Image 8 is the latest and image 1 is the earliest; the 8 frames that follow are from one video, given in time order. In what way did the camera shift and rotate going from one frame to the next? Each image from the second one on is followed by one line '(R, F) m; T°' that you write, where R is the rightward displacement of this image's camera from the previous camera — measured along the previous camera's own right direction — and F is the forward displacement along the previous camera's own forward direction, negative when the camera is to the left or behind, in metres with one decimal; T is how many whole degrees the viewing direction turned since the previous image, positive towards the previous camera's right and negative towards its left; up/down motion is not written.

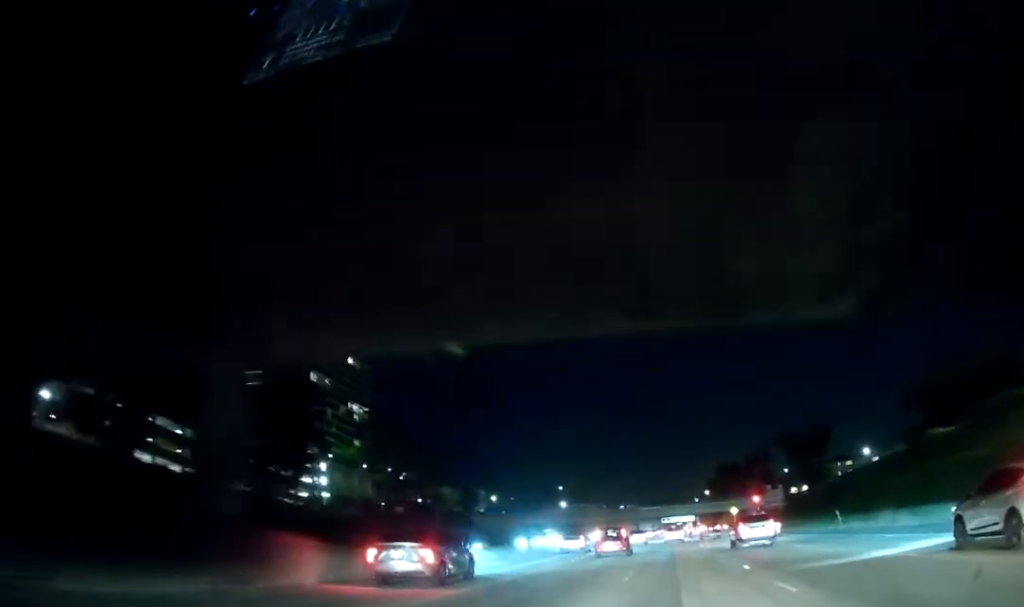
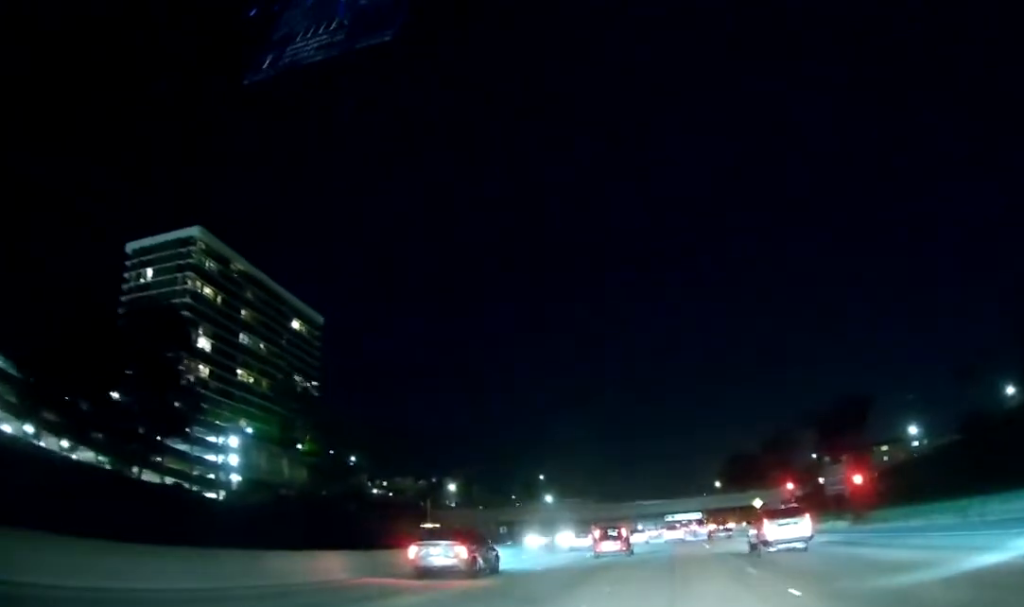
(-0.2, +39.5) m; 0°
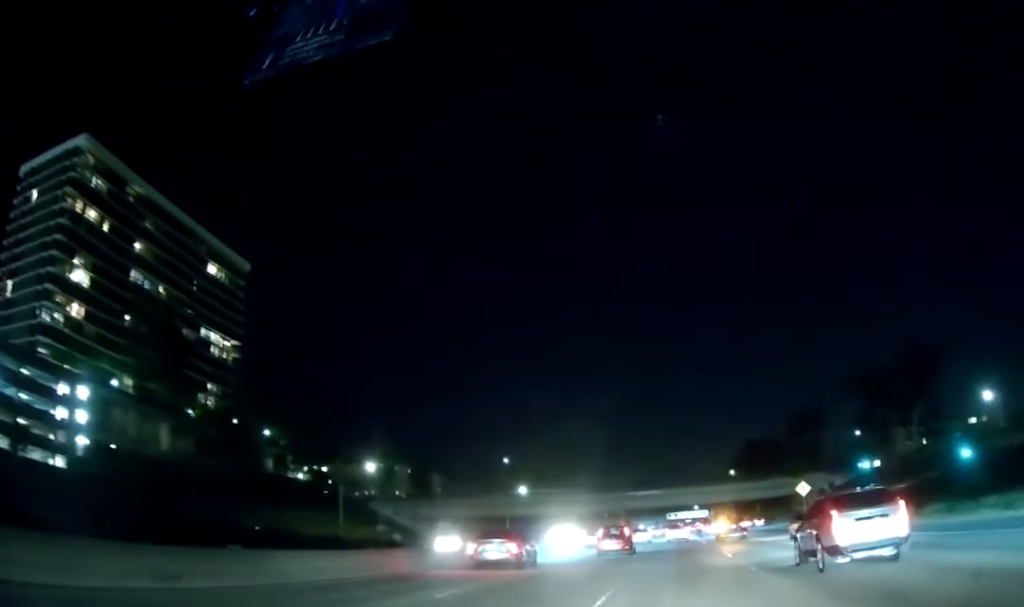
(+0.4, +42.1) m; 0°
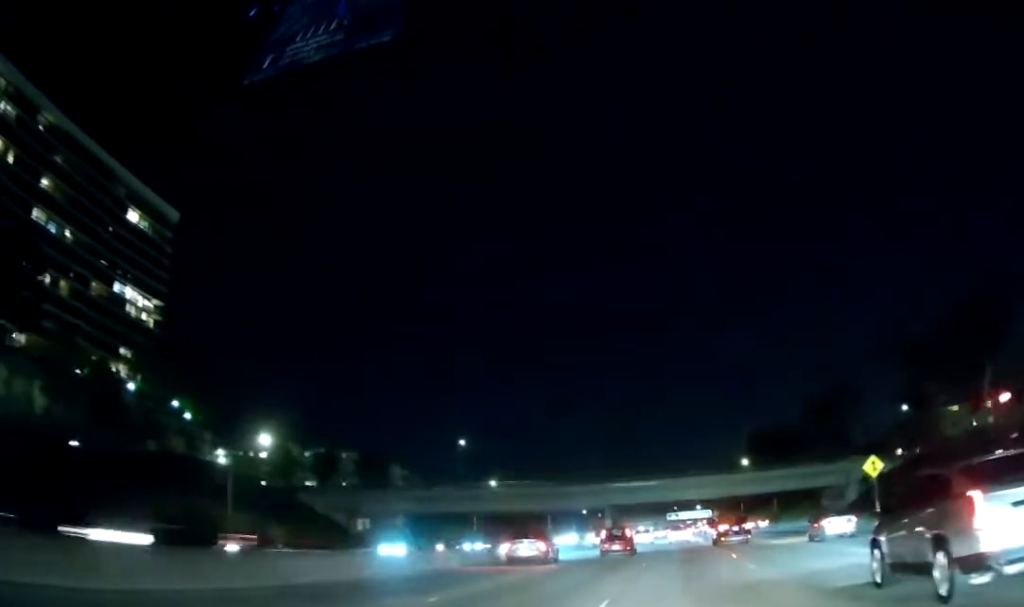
(-0.2, +29.7) m; 0°
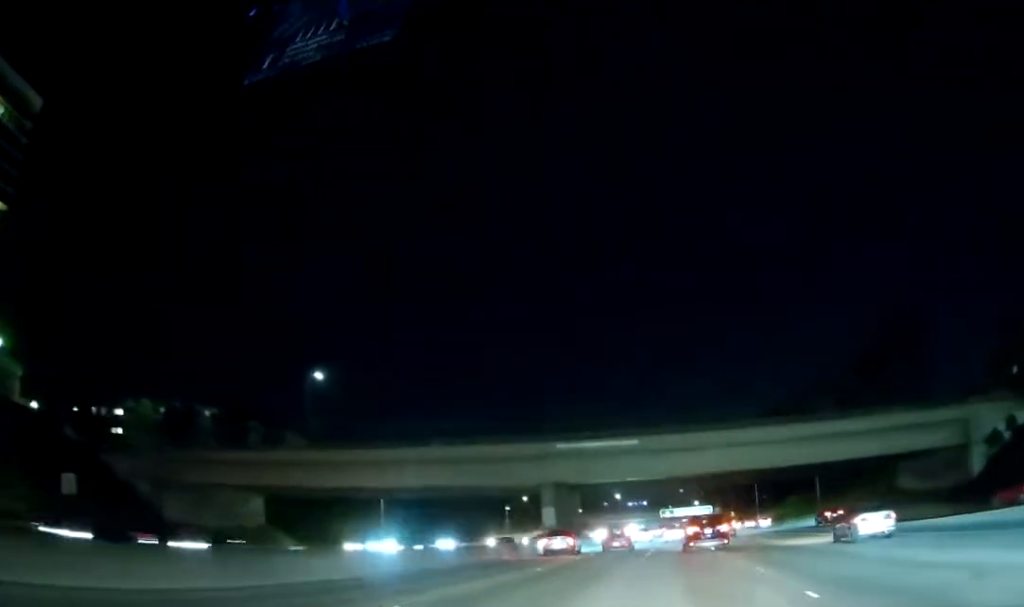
(+0.2, +46.3) m; 0°
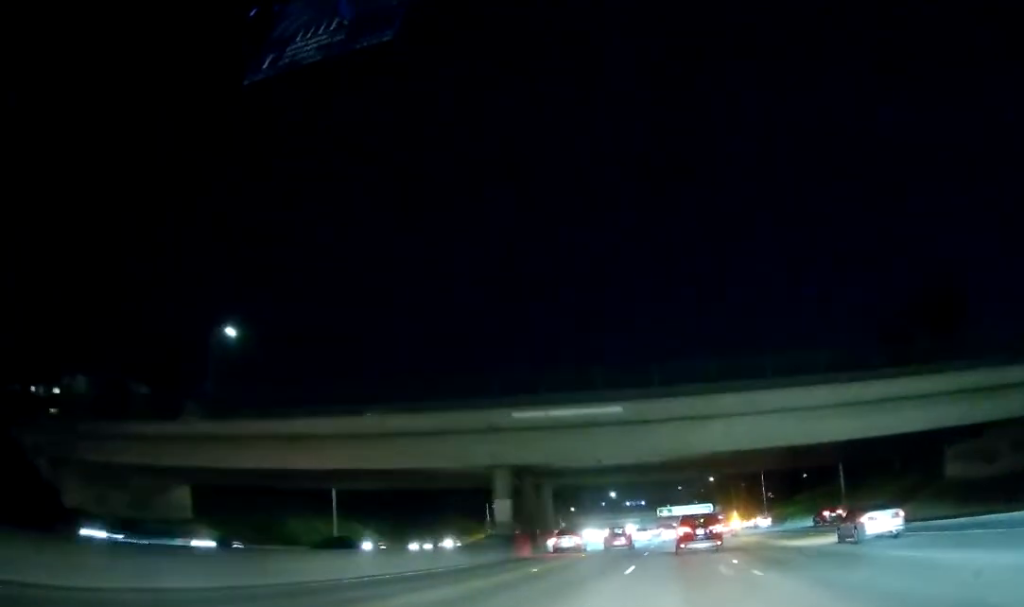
(0.0, +14.8) m; 0°
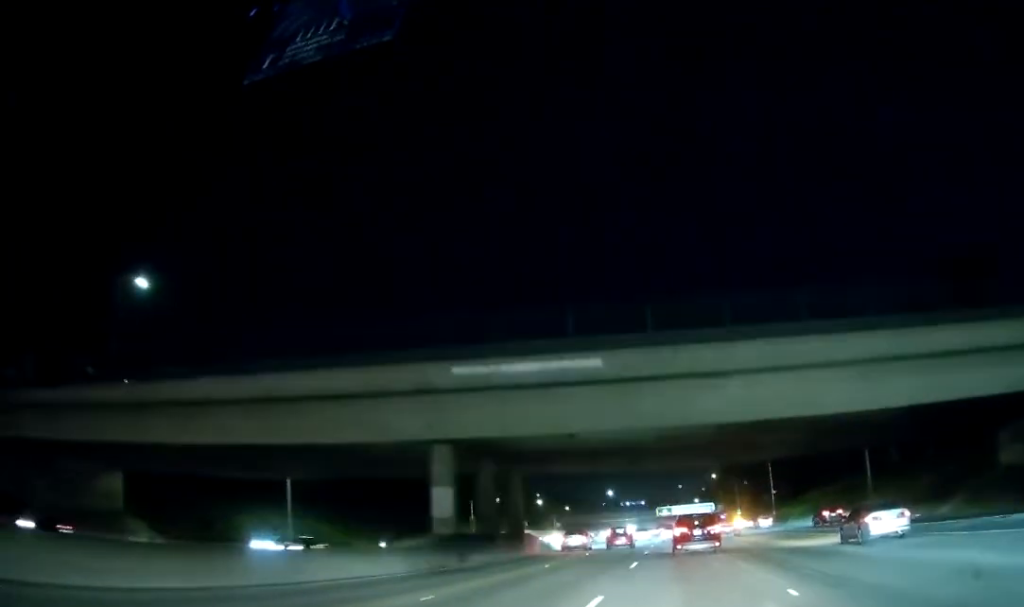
(-0.1, +12.1) m; 0°
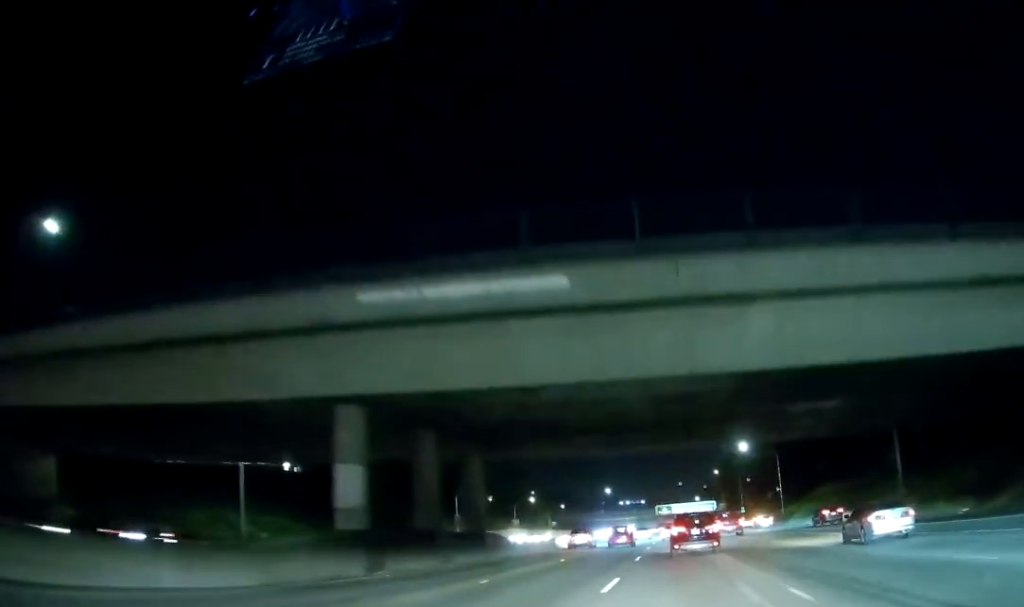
(0.0, +9.5) m; 0°
